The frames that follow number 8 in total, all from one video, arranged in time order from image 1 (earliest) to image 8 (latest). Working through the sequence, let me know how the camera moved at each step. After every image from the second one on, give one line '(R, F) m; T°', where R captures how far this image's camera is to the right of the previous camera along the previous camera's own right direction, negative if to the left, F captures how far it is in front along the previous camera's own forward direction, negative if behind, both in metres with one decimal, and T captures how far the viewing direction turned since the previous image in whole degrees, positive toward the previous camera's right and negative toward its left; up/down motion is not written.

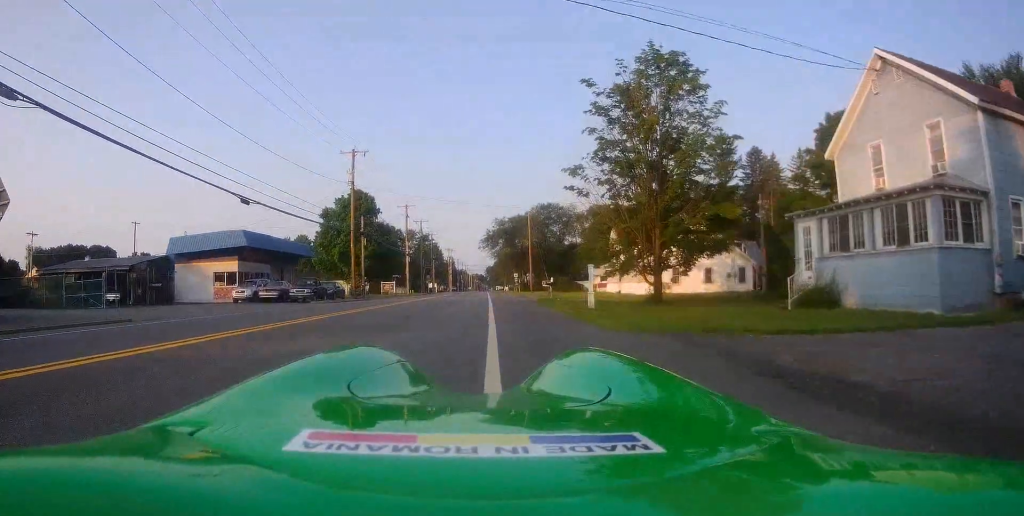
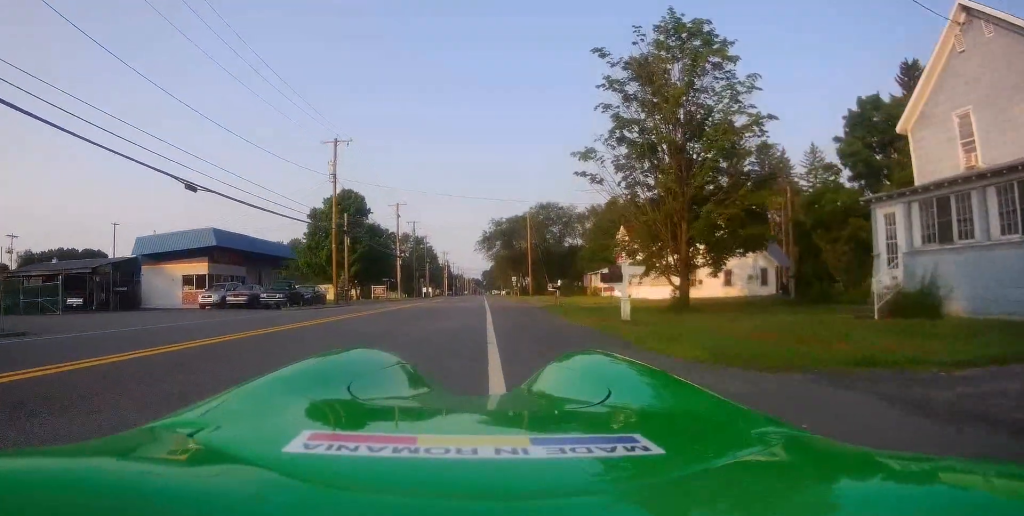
(-0.1, +4.9) m; 0°
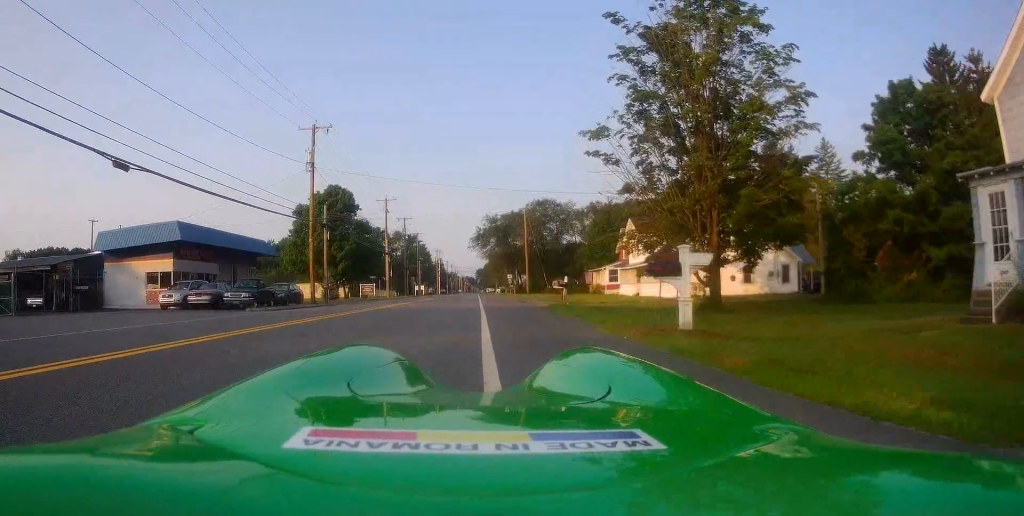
(0.0, +4.3) m; 0°
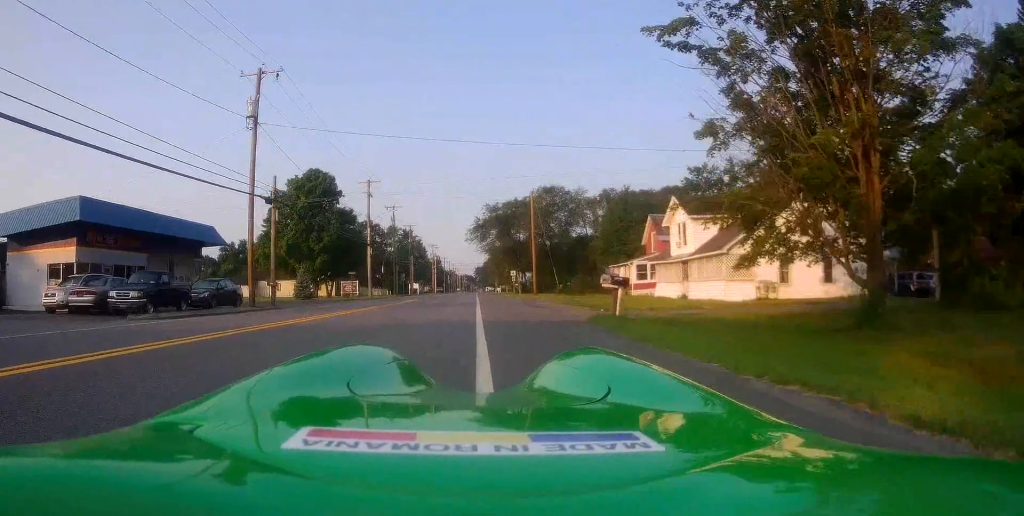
(0.0, +10.3) m; 0°
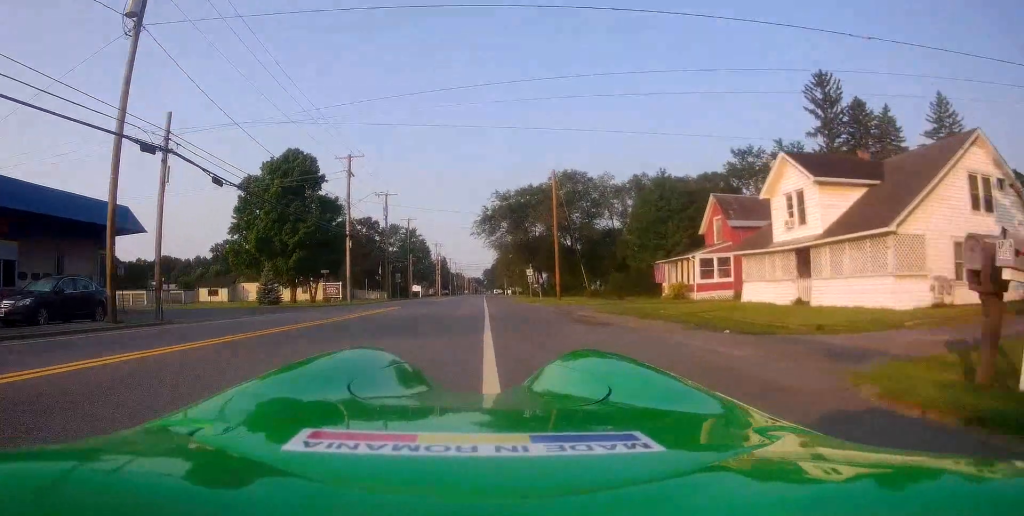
(+0.3, +11.9) m; +1°
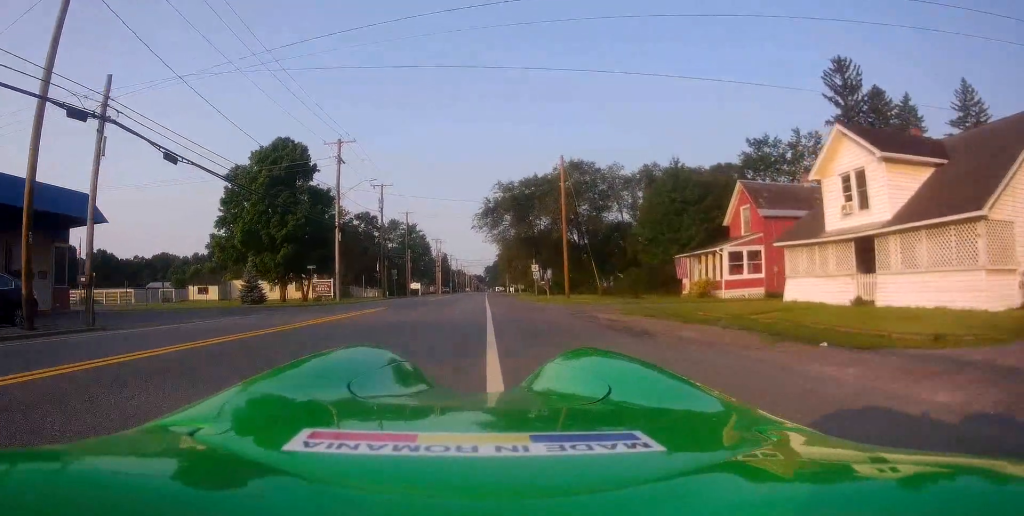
(0.0, +4.0) m; -1°
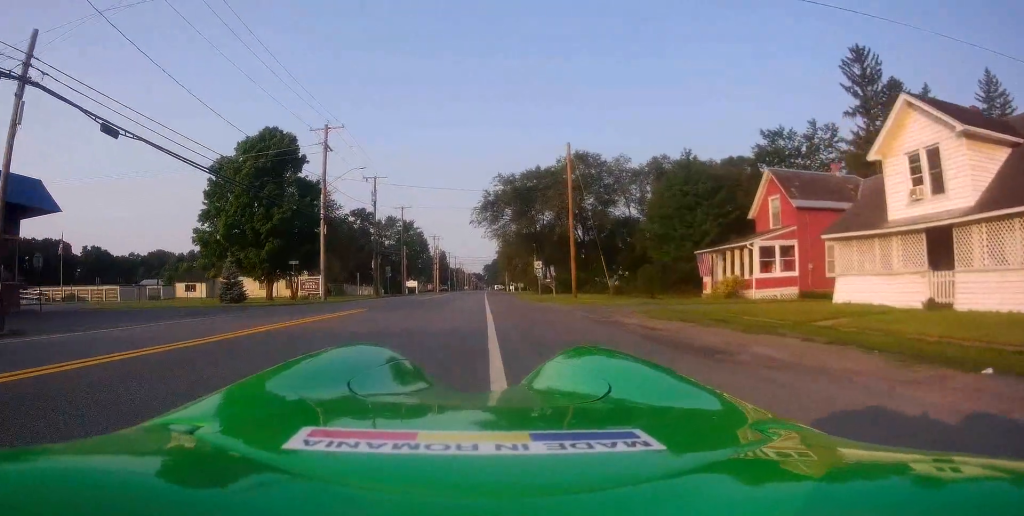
(-0.1, +3.8) m; 0°
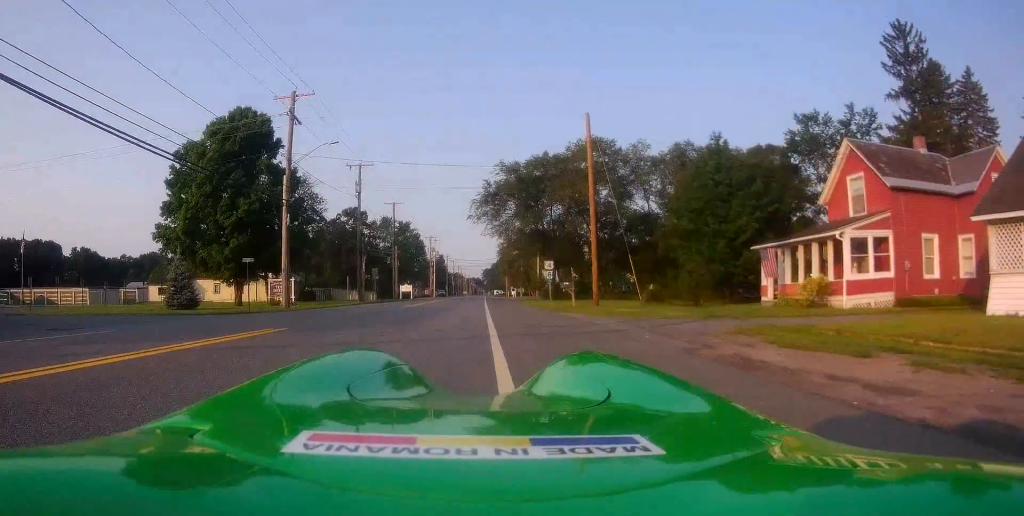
(+0.1, +7.3) m; +3°
